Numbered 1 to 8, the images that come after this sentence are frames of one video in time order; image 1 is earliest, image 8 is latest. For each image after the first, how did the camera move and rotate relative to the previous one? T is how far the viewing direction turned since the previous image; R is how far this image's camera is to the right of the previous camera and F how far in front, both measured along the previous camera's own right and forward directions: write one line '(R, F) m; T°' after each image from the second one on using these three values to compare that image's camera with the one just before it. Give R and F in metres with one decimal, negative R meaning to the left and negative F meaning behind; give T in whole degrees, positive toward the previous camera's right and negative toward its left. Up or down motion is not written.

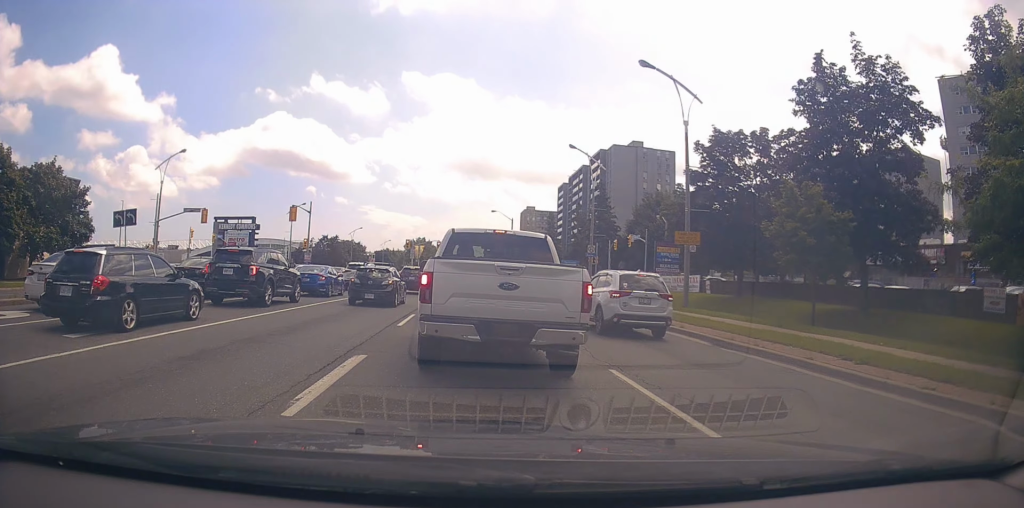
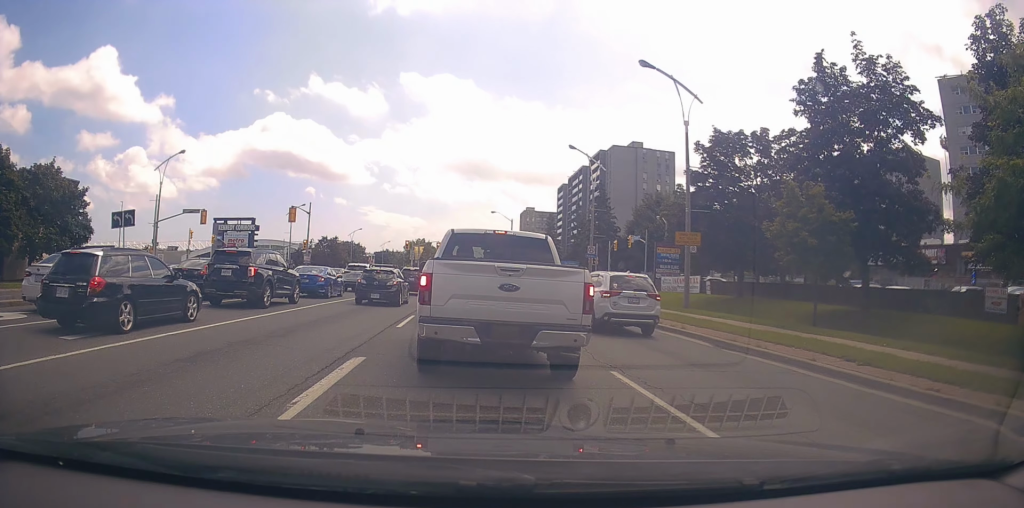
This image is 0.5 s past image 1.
(0.0, 0.0) m; 0°
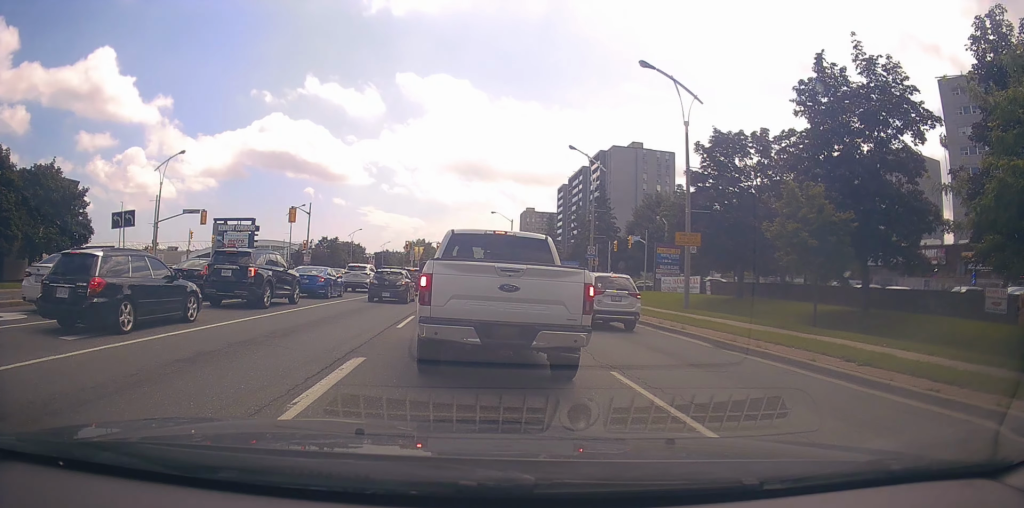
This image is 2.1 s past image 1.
(0.0, 0.0) m; 0°
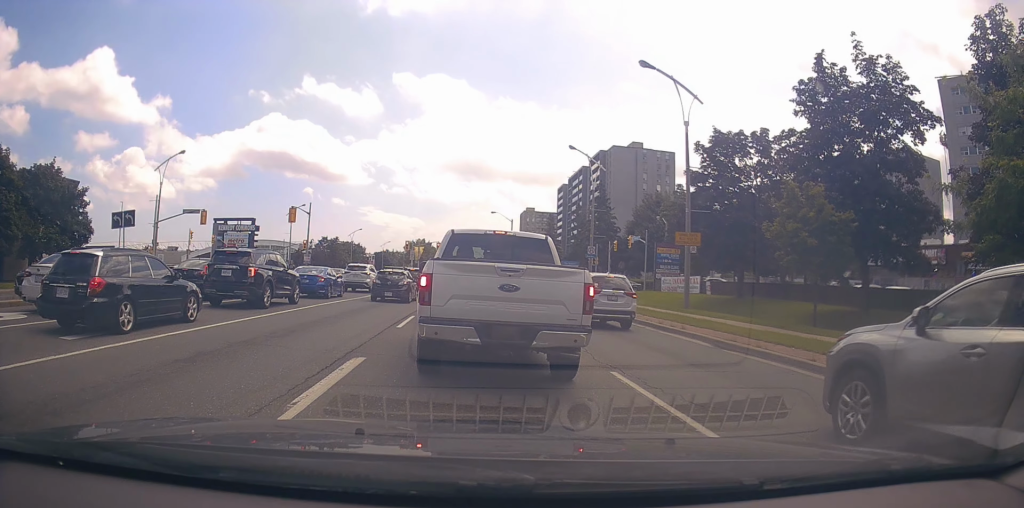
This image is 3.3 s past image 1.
(0.0, 0.0) m; 0°
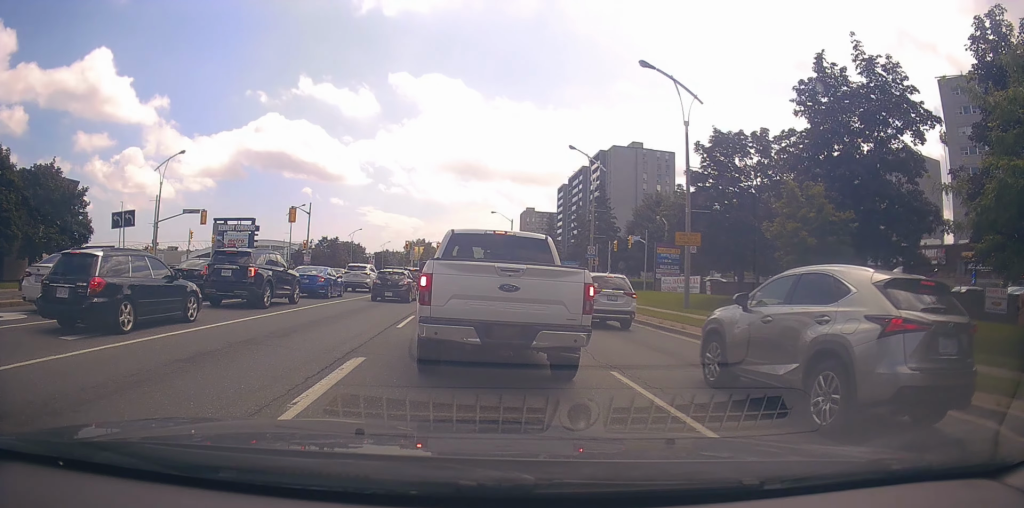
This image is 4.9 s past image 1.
(0.0, 0.0) m; 0°
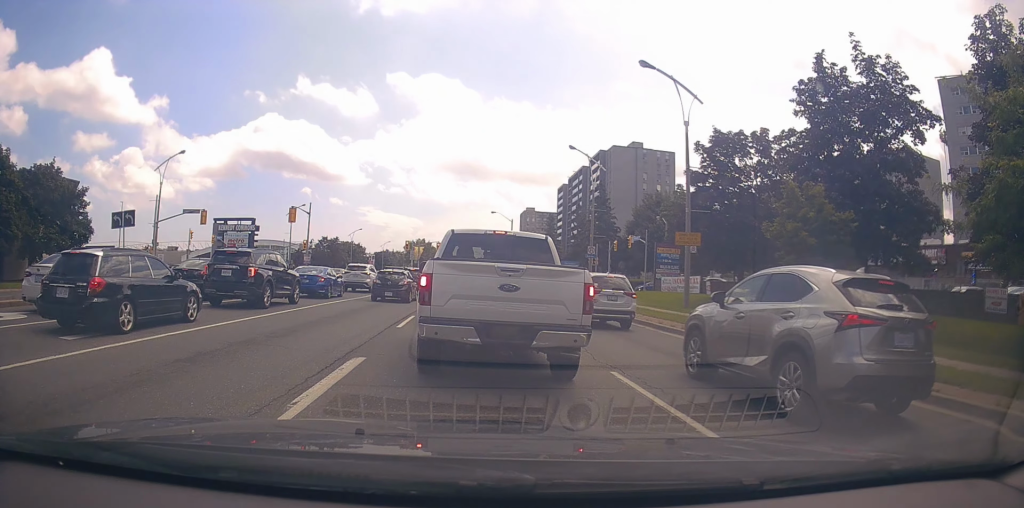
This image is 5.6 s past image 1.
(0.0, 0.0) m; 0°
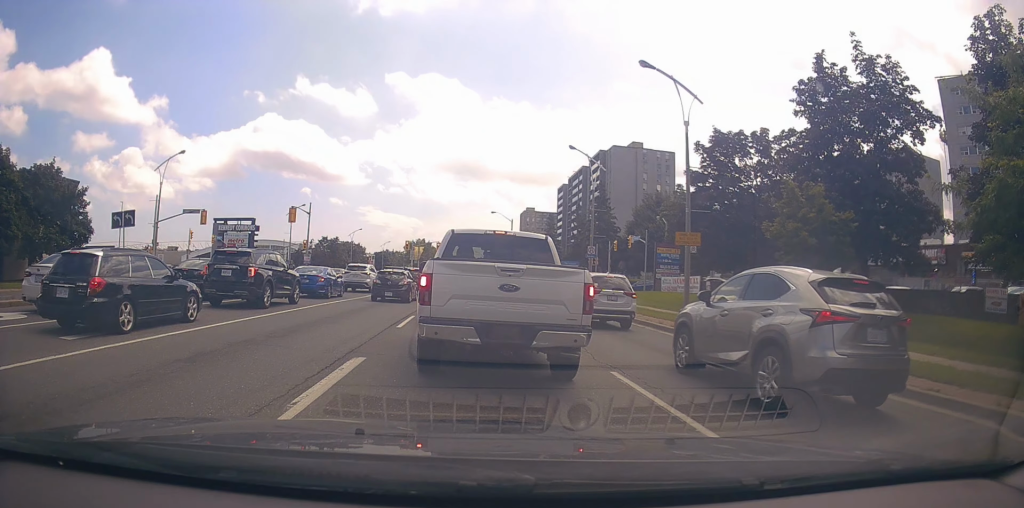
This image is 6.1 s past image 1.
(0.0, 0.0) m; 0°
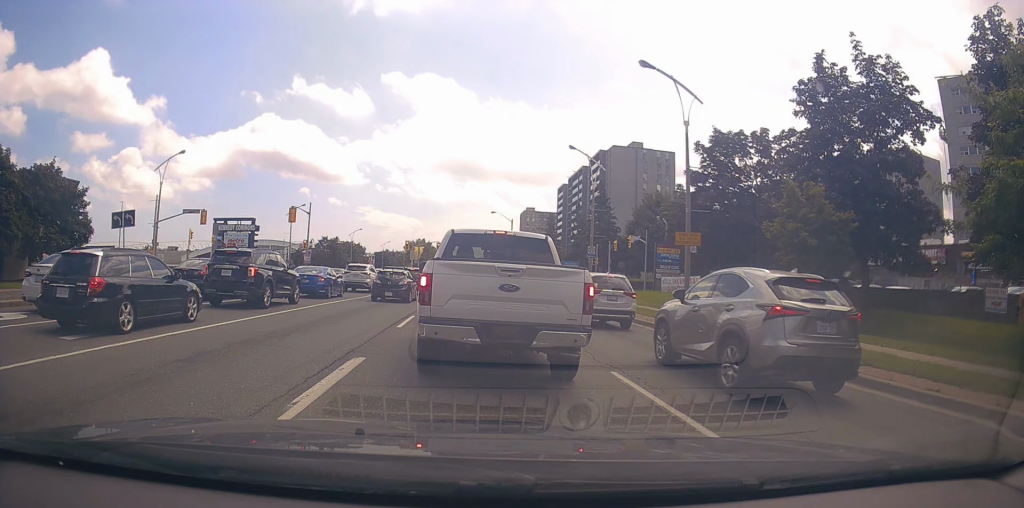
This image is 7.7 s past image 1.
(0.0, 0.0) m; 0°
